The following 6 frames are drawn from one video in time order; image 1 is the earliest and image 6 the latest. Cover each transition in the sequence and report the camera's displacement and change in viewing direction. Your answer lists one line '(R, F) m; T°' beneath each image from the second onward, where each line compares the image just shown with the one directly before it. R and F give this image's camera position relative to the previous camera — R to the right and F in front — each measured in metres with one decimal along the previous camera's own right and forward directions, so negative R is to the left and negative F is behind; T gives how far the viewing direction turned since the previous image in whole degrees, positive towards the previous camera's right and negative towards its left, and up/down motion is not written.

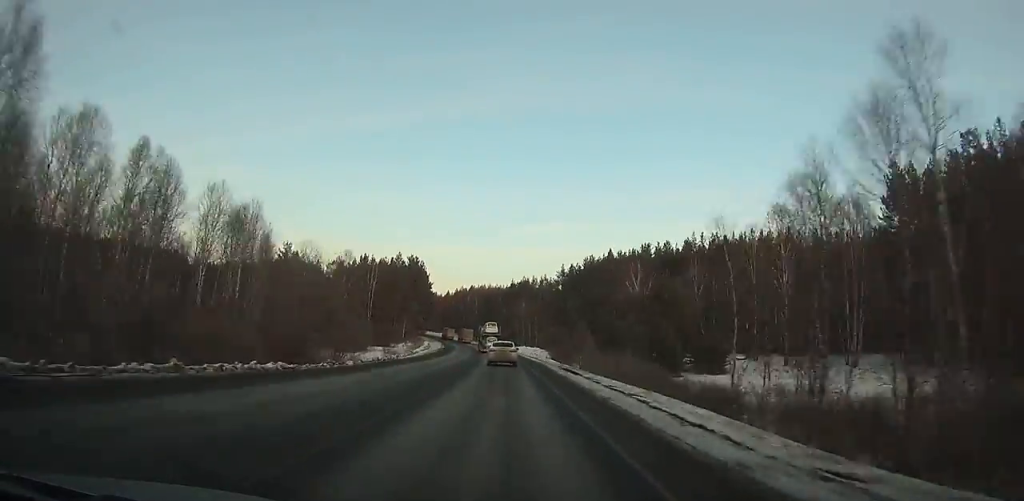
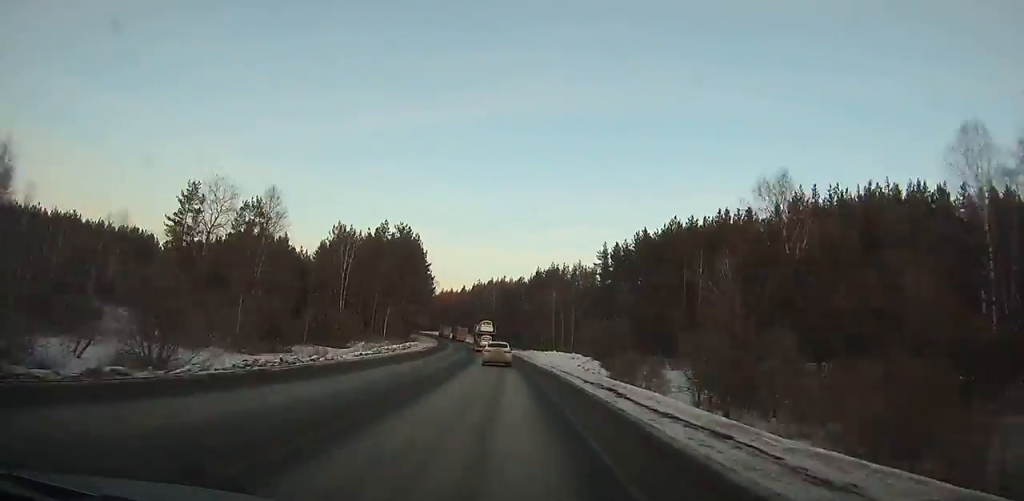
(-0.6, +46.5) m; -3°
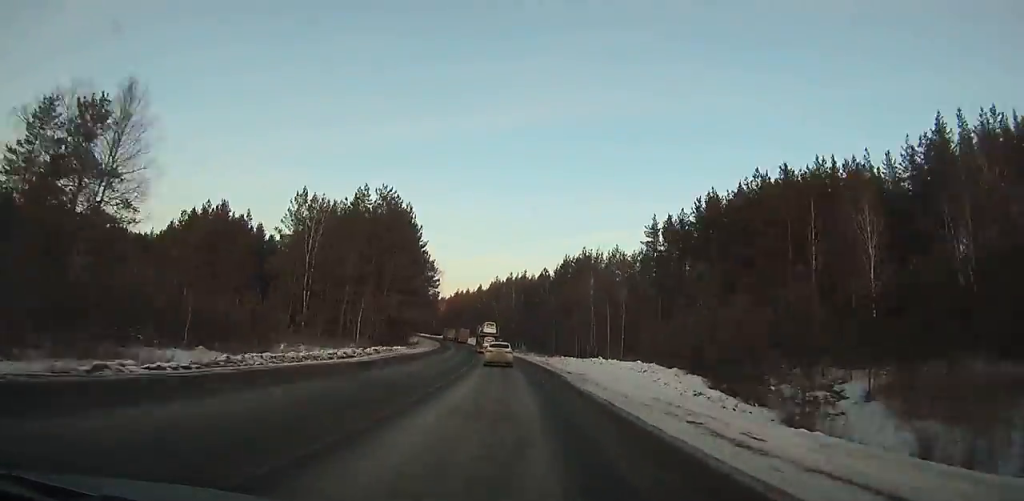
(-0.8, +33.0) m; -2°
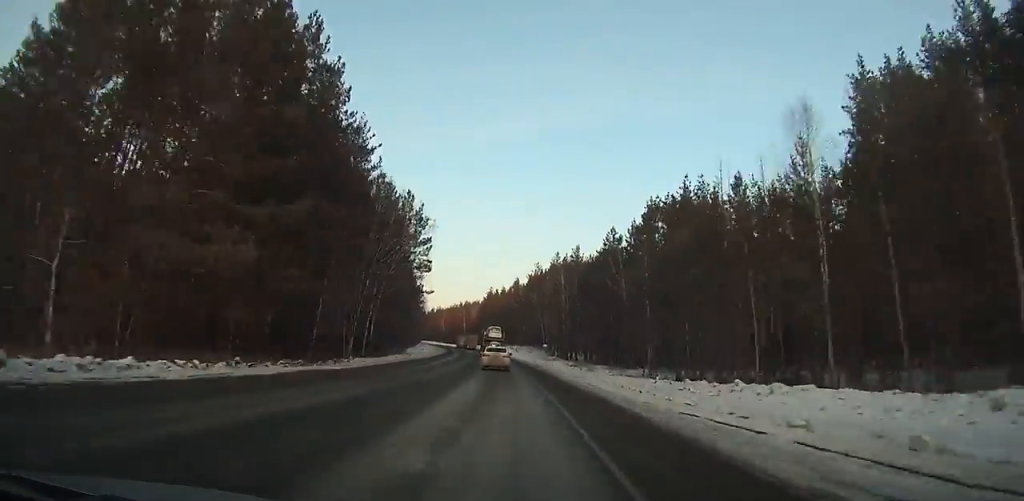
(-2.4, +59.8) m; -4°
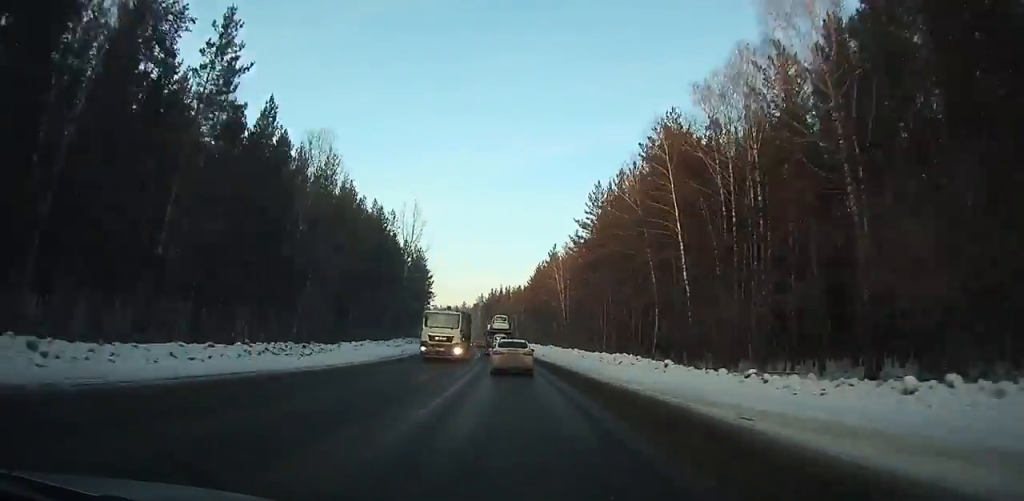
(-25.2, +241.3) m; -12°
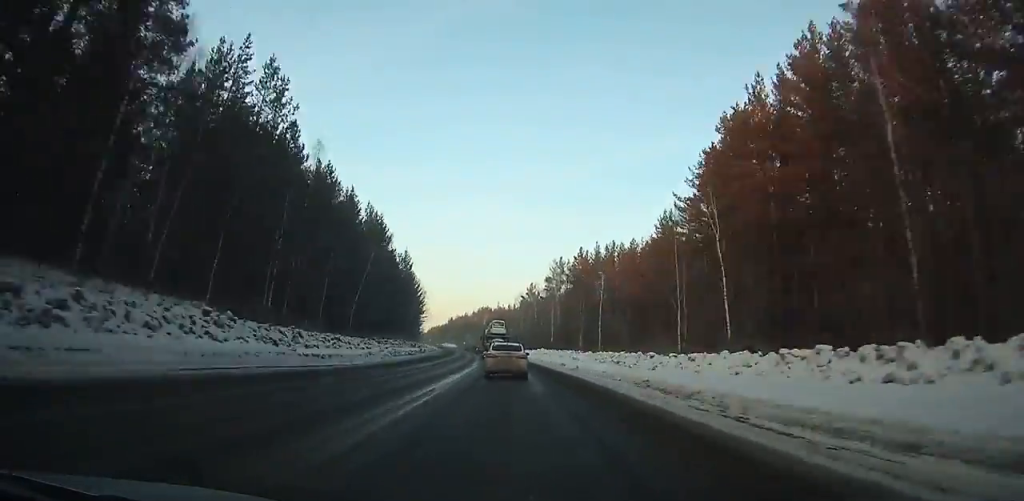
(-9.4, +111.1) m; -10°
